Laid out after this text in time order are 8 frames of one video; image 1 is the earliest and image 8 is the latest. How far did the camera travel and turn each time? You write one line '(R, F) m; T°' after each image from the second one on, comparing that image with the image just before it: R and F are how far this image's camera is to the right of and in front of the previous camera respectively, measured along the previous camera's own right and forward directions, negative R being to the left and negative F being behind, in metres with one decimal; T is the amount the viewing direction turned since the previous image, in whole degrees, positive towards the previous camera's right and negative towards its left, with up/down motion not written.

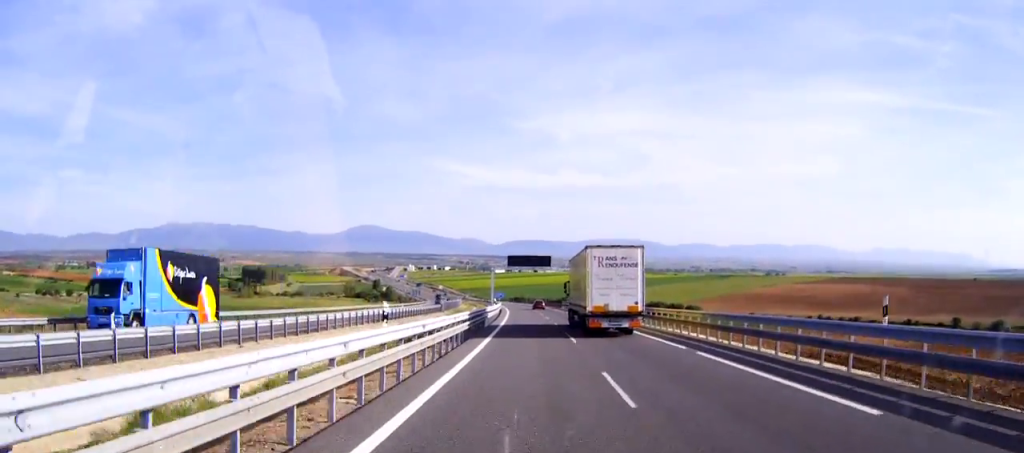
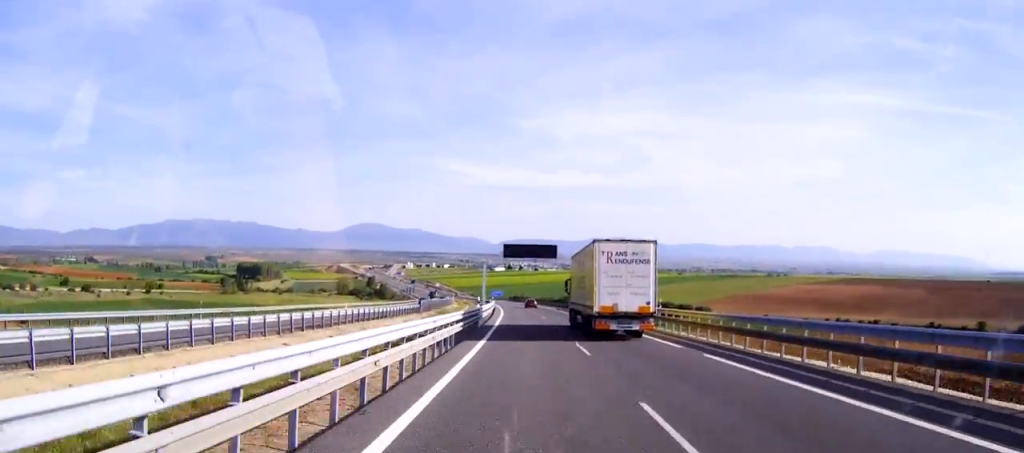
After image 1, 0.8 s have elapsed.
(0.0, +22.4) m; 0°
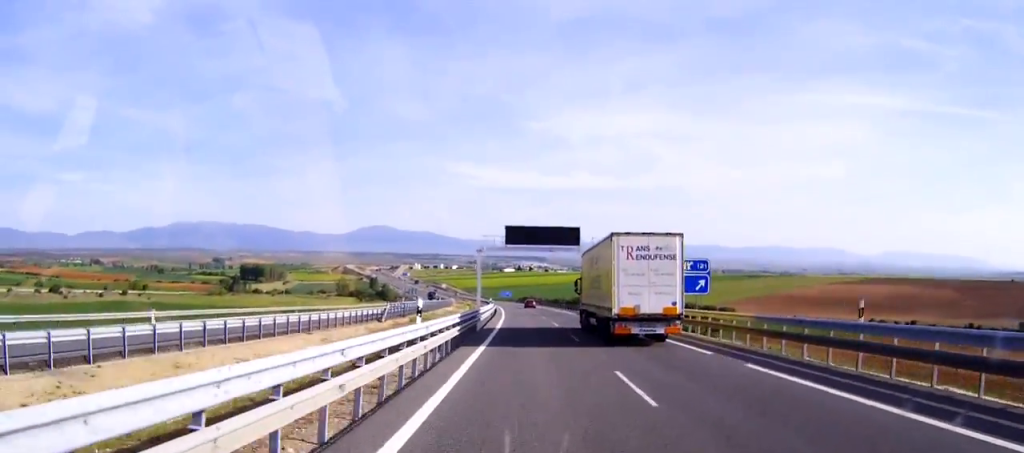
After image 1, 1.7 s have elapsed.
(-0.1, +27.5) m; 0°
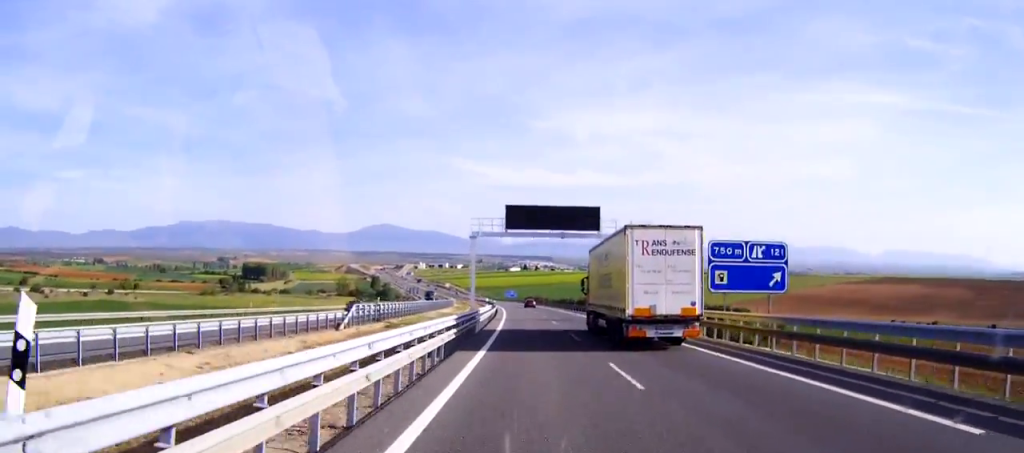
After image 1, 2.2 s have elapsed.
(-0.1, +14.9) m; 0°
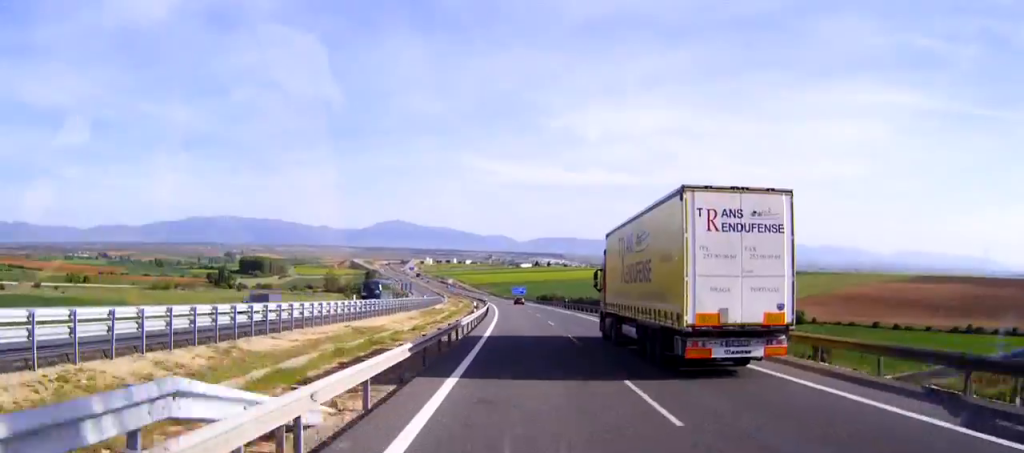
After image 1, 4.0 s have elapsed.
(-0.7, +54.7) m; -1°
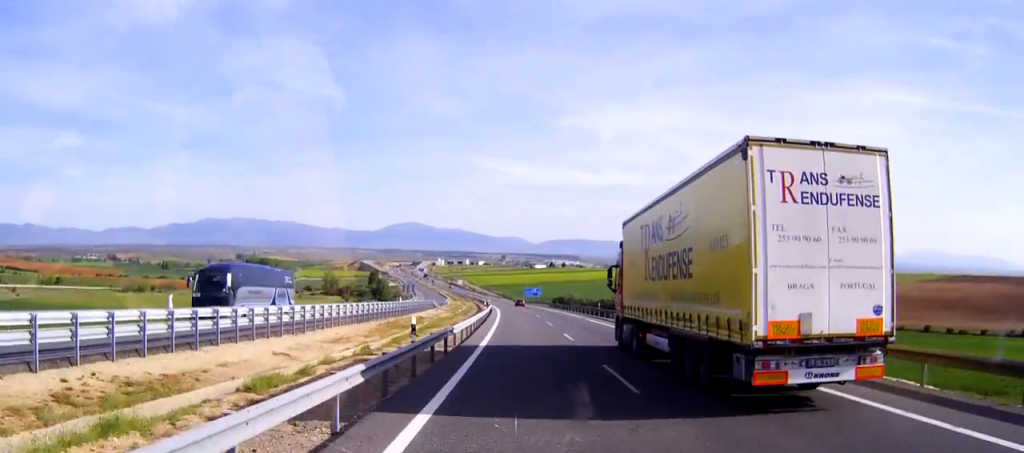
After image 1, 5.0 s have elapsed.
(-0.1, +30.0) m; -1°
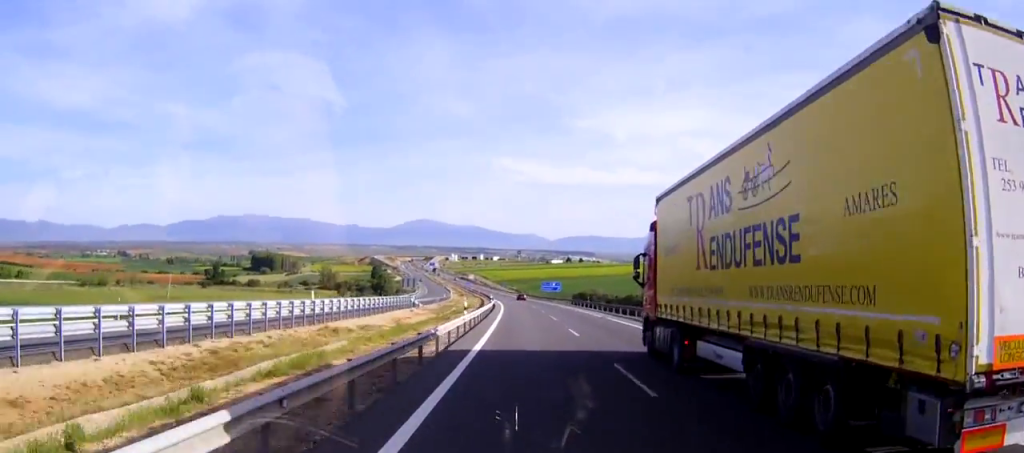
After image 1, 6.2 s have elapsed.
(-0.4, +35.0) m; -1°
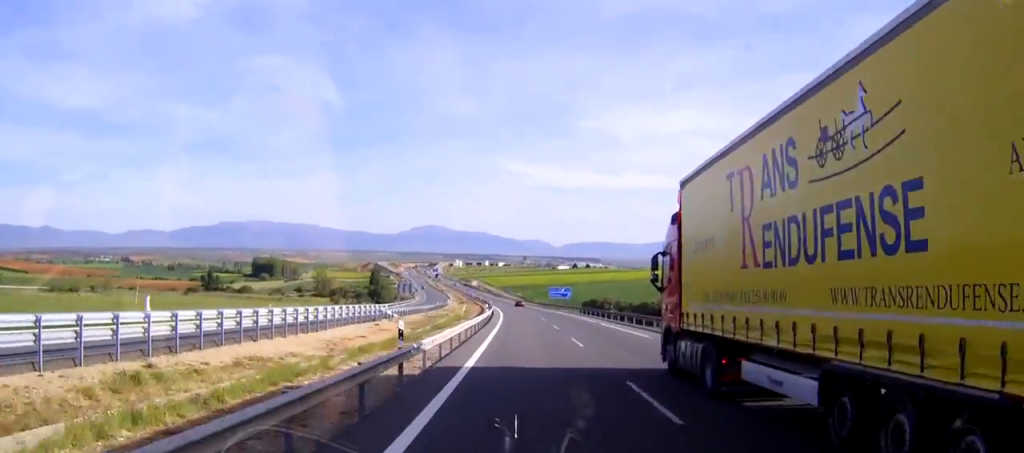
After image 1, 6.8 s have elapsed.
(-0.1, +19.1) m; -1°
